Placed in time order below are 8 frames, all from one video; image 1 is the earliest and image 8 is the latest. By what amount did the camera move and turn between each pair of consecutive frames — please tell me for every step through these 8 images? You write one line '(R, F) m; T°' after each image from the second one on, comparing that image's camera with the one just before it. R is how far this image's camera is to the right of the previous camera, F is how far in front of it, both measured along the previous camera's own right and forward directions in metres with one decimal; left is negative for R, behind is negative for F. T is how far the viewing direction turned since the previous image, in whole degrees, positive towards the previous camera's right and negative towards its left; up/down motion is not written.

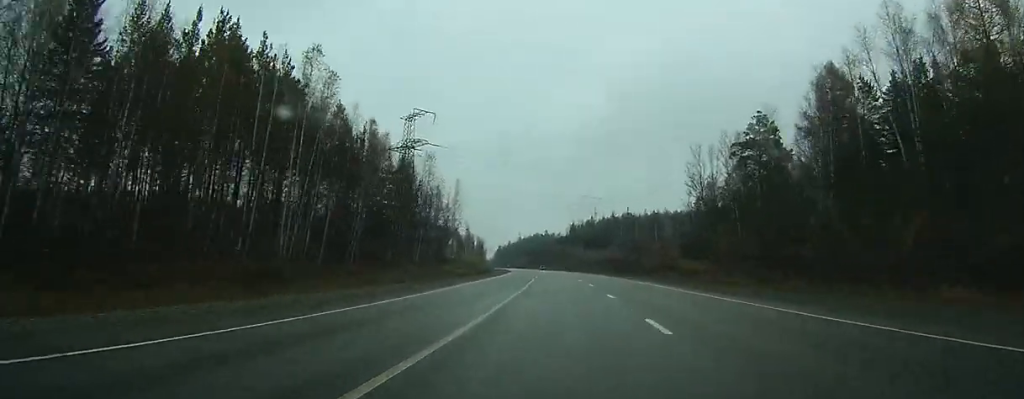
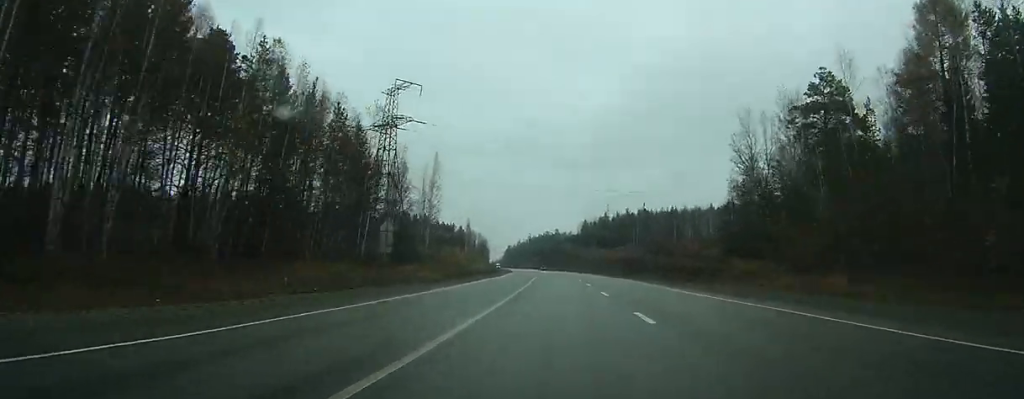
(-0.4, +22.0) m; -1°
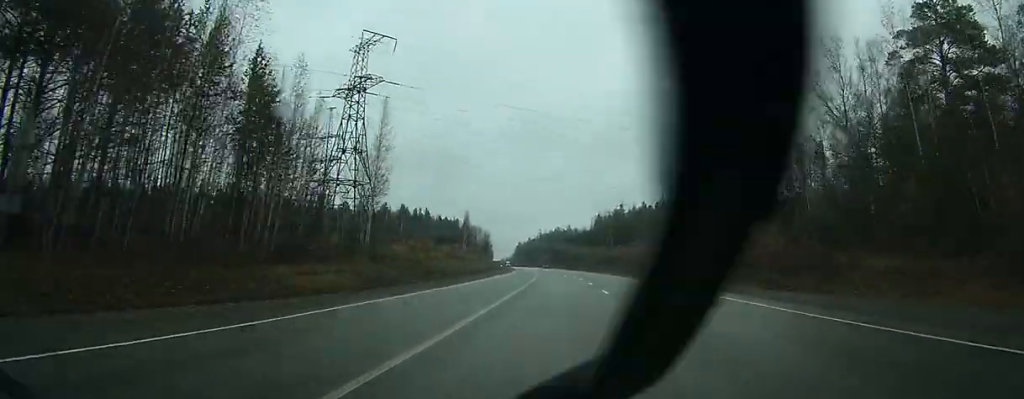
(-0.6, +23.7) m; -1°
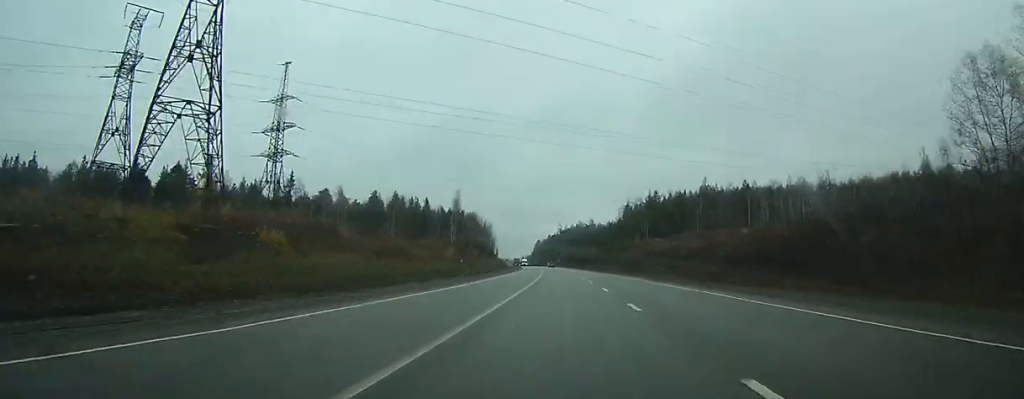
(-0.8, +44.2) m; -2°
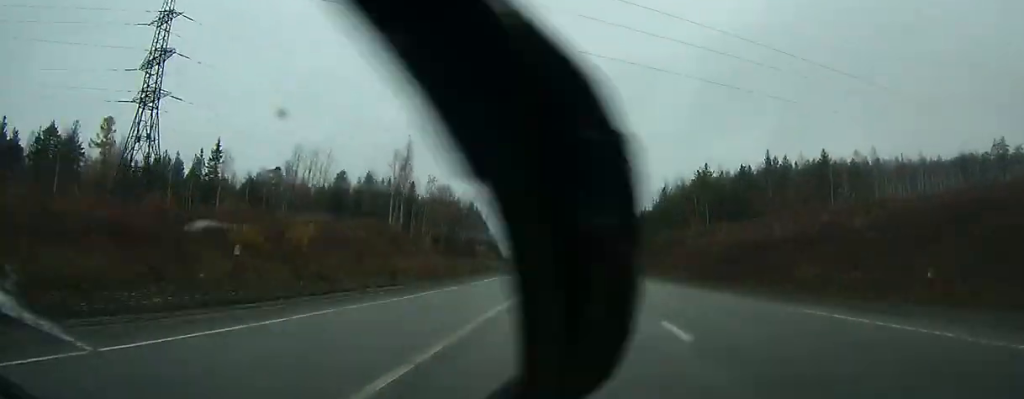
(-0.7, +52.6) m; +2°
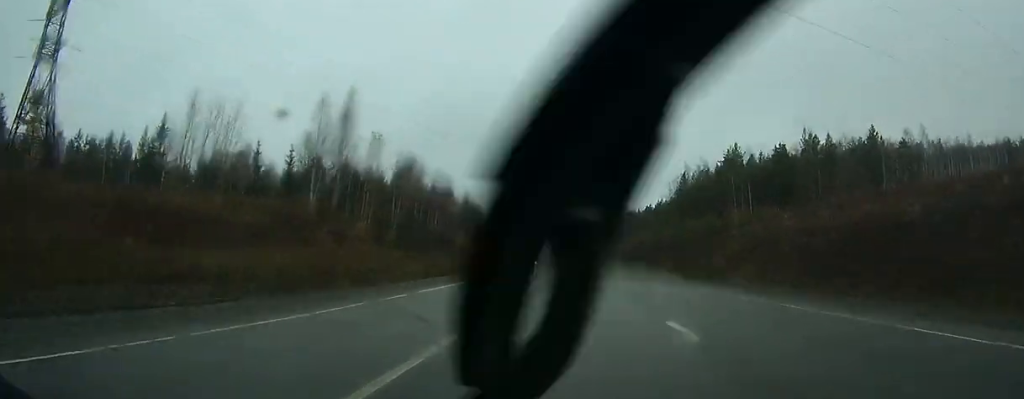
(-0.6, +23.7) m; +1°
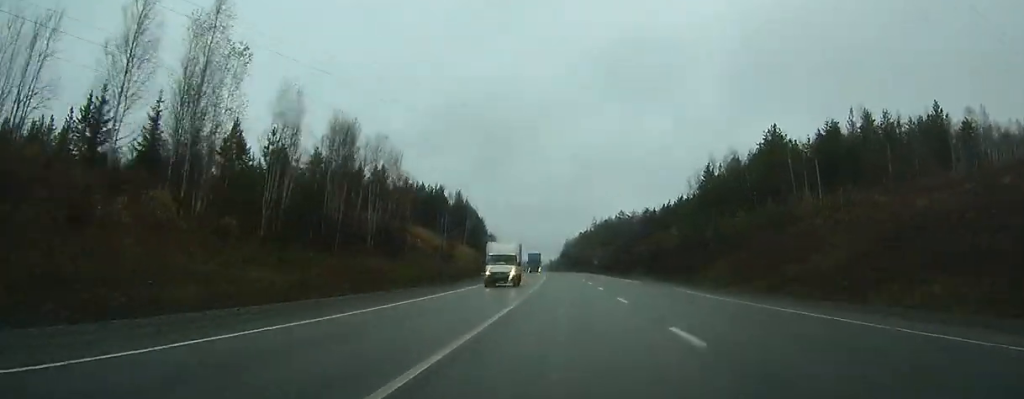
(+2.1, +23.4) m; -3°
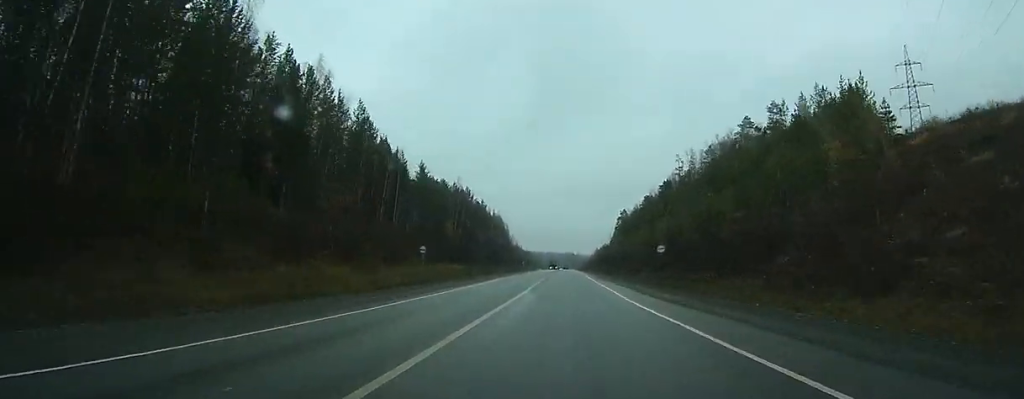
(-22.0, +196.2) m; -6°
